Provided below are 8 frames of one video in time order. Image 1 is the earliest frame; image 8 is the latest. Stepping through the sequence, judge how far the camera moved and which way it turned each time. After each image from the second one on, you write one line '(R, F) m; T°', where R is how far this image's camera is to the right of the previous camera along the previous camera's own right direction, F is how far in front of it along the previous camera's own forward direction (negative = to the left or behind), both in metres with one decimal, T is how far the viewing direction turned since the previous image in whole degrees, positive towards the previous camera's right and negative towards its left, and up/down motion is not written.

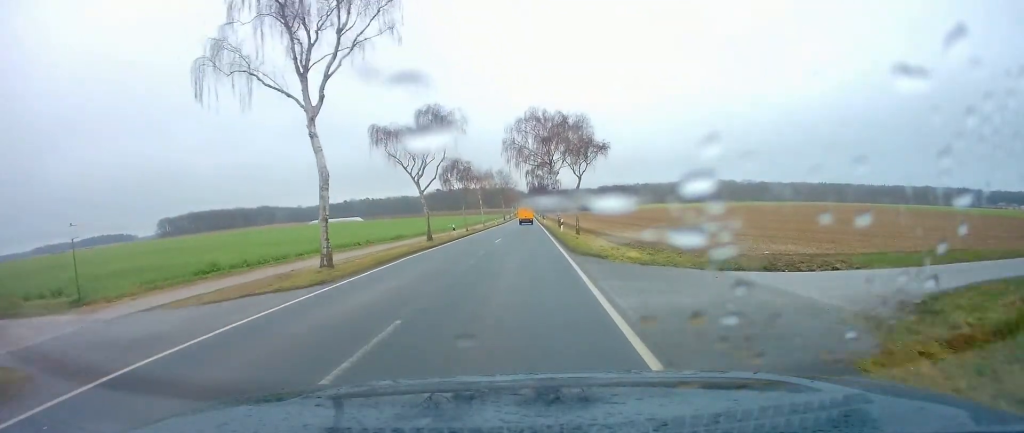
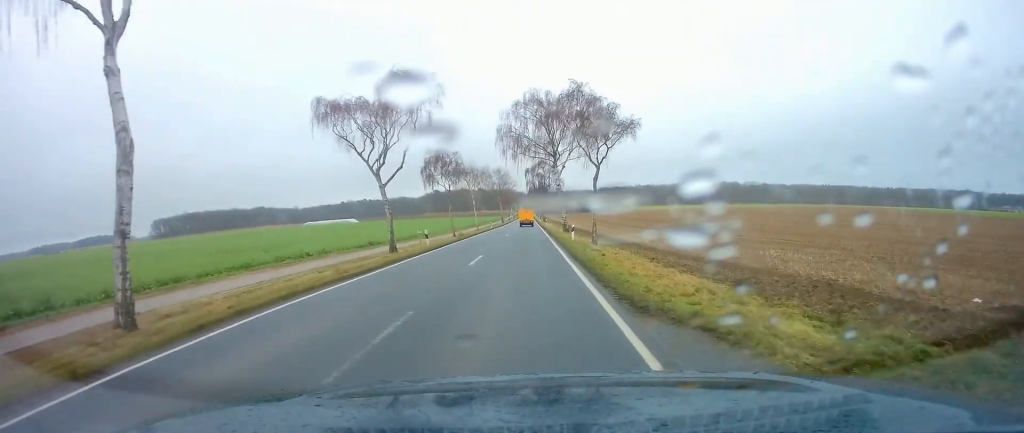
(+0.3, +11.0) m; +1°
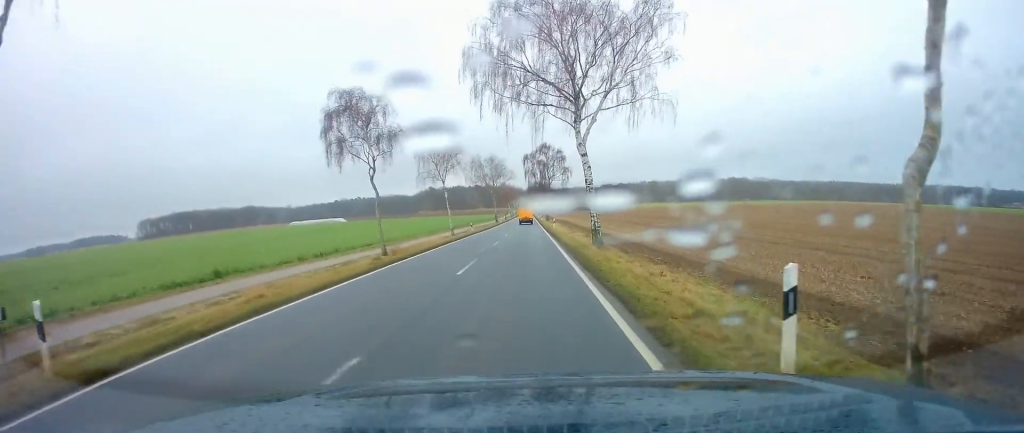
(-0.6, +26.0) m; -1°
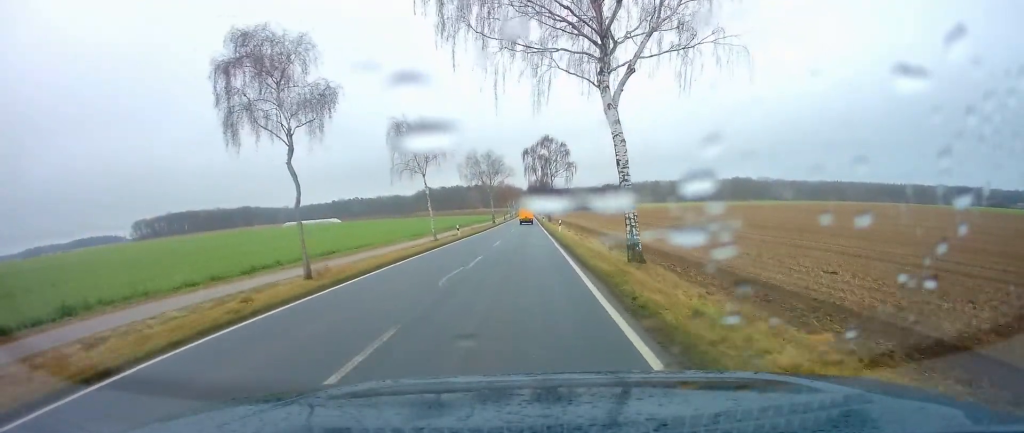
(-0.3, +10.2) m; +1°
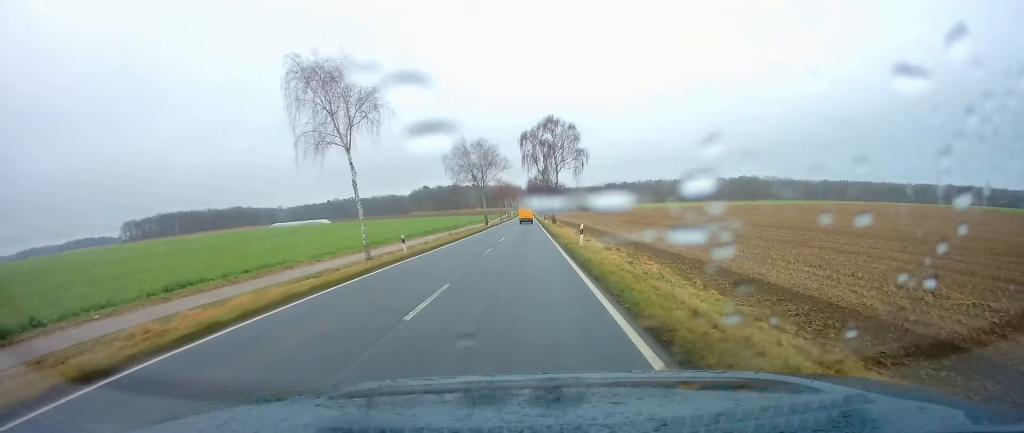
(+0.6, +19.0) m; +1°
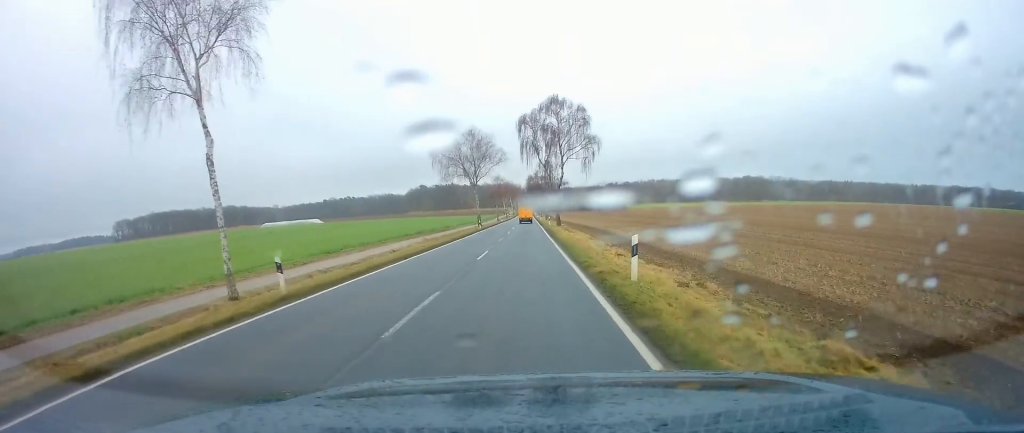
(-0.1, +12.9) m; -1°
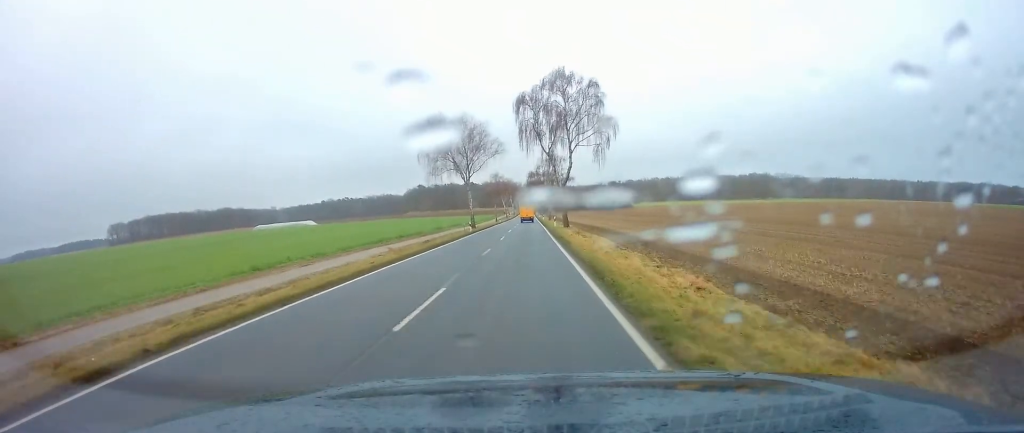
(0.0, +11.3) m; -1°
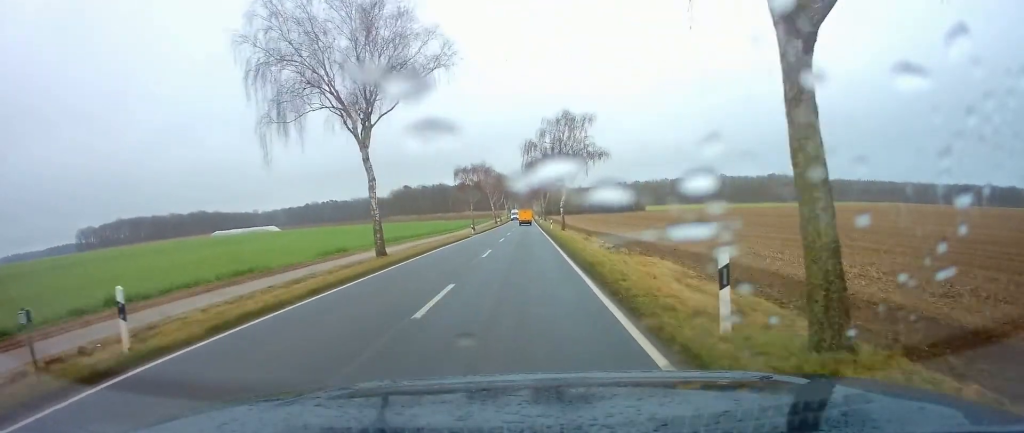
(+0.5, +46.1) m; +2°
